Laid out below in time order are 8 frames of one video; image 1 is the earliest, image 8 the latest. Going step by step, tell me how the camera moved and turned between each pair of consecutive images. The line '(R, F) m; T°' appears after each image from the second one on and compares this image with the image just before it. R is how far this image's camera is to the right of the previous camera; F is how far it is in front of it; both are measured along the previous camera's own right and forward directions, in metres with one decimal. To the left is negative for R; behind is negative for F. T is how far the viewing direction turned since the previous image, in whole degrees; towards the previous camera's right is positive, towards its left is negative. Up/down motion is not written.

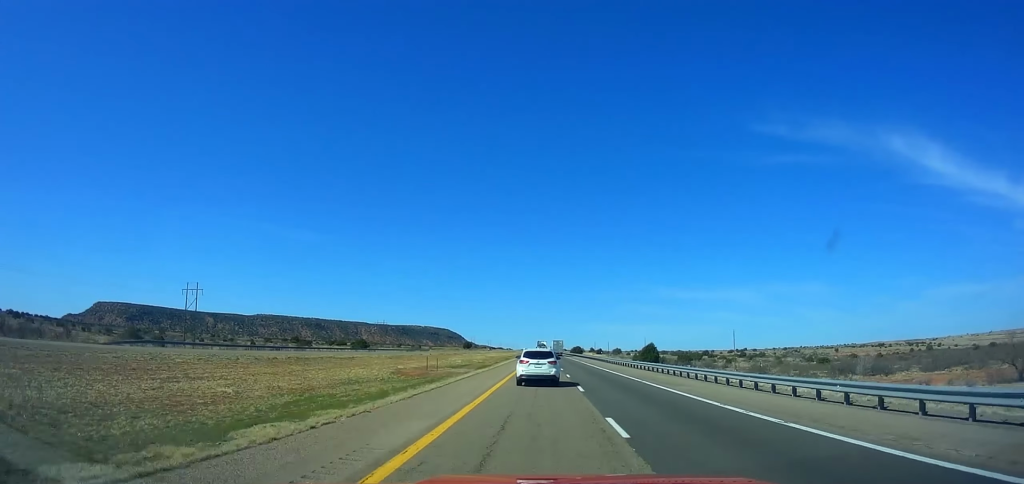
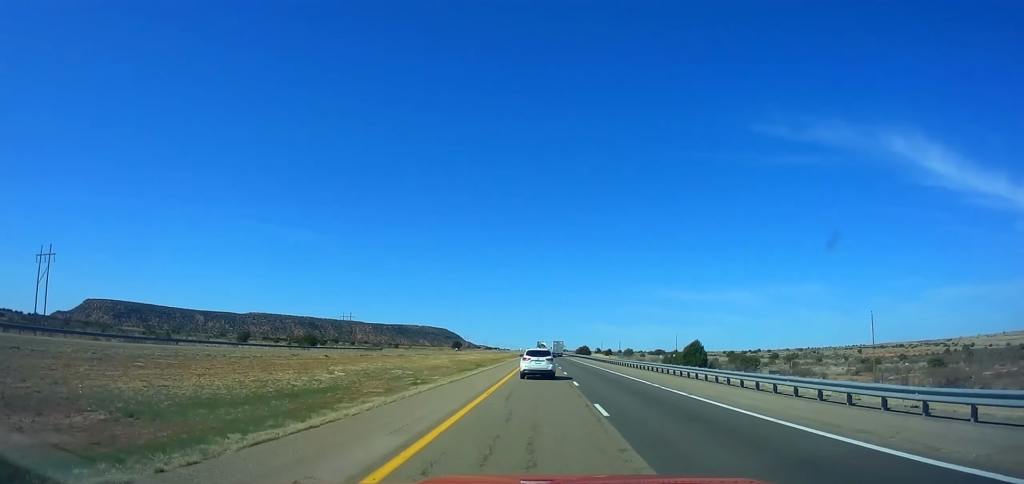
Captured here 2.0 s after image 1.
(+0.3, +55.4) m; 0°
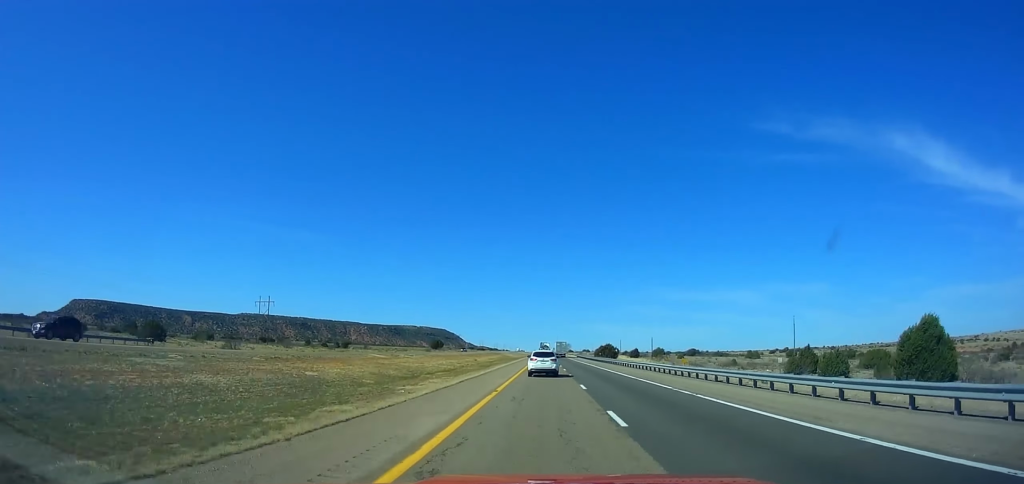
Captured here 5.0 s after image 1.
(+0.2, +81.7) m; 0°
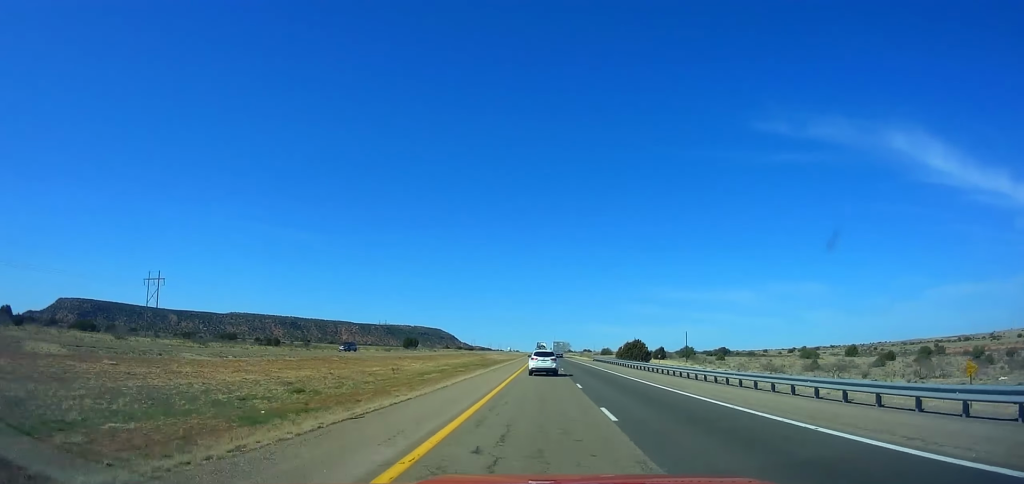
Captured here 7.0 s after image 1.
(-0.2, +53.5) m; 0°
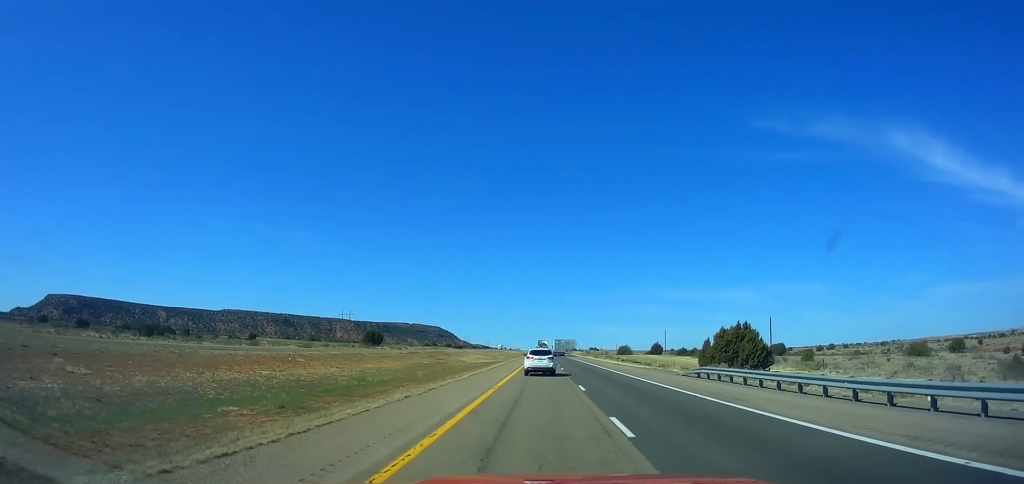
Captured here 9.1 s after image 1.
(+0.5, +55.2) m; 0°
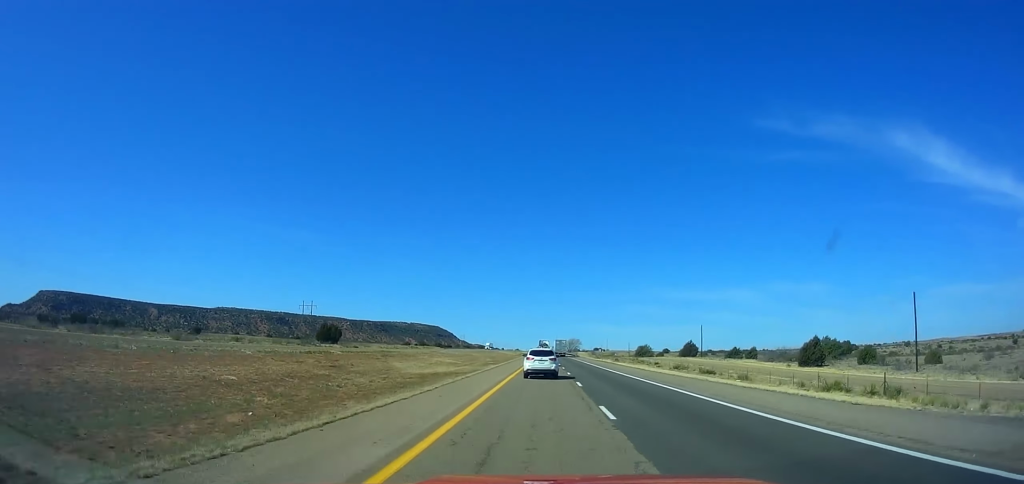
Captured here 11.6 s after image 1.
(-0.3, +67.6) m; 0°
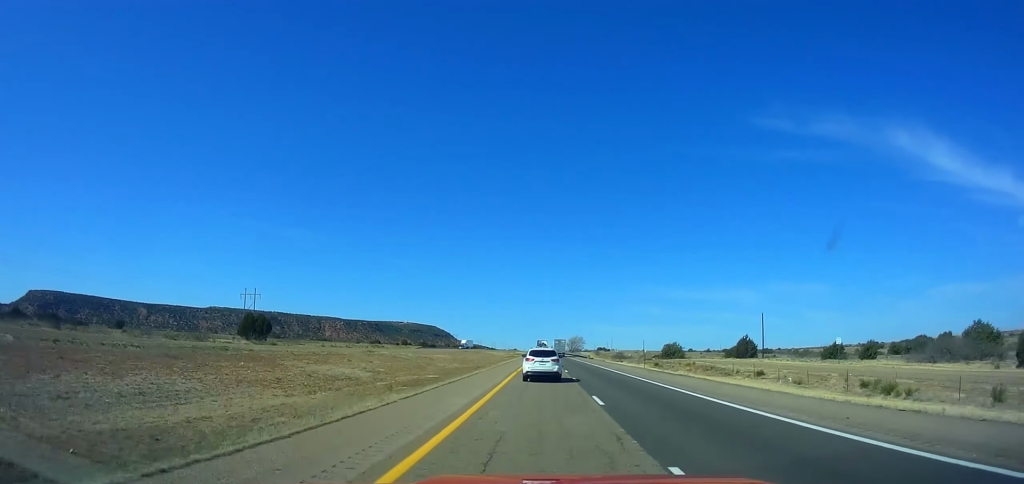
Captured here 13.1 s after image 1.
(-0.1, +41.3) m; 0°
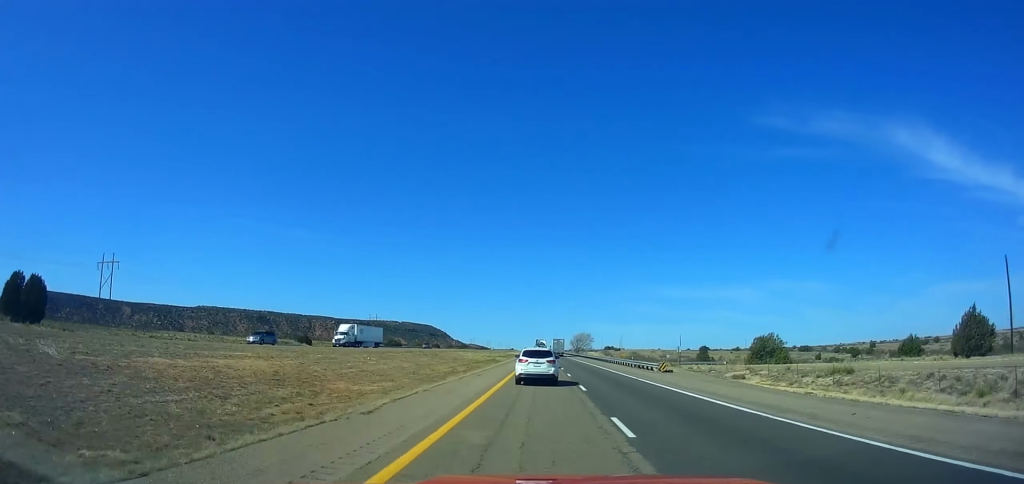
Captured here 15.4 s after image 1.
(+0.5, +64.5) m; 0°
